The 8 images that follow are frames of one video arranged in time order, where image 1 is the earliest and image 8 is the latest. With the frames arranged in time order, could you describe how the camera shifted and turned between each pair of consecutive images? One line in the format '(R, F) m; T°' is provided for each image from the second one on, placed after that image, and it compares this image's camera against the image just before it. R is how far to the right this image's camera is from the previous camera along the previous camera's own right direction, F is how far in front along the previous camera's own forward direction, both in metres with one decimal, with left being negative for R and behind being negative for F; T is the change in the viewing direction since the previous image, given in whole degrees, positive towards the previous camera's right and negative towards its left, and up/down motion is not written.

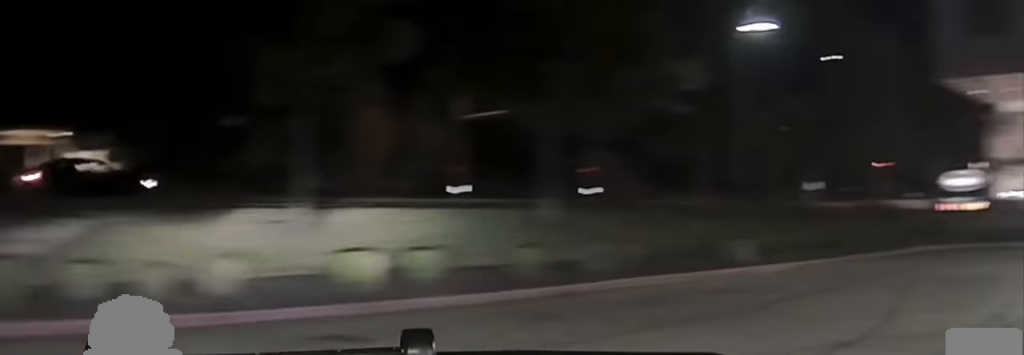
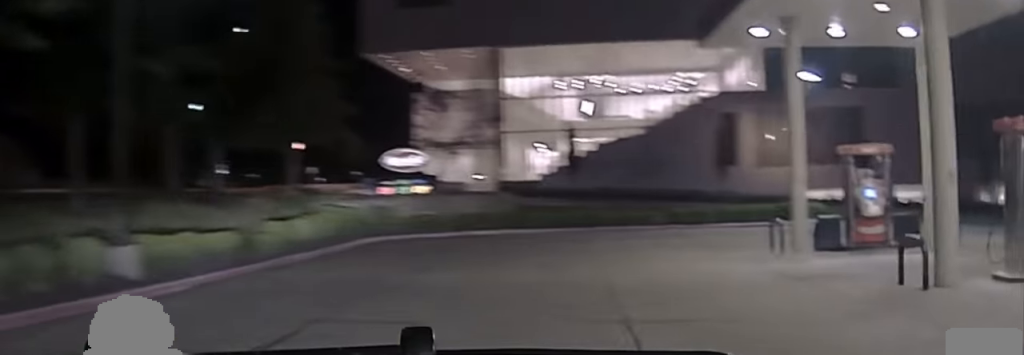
(+1.4, +5.2) m; +30°
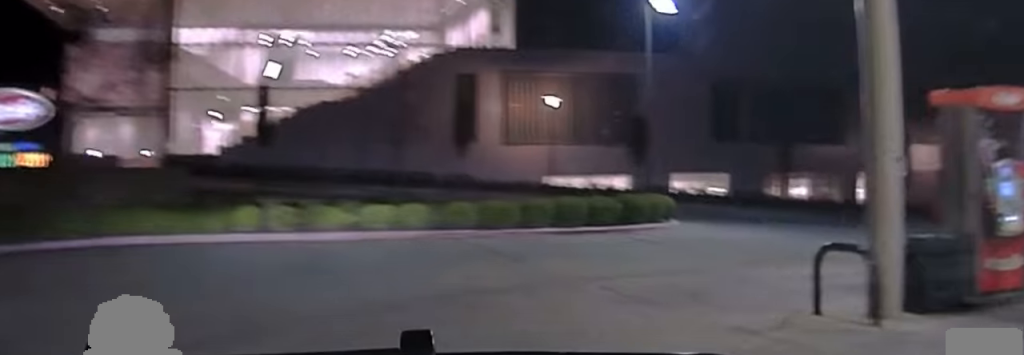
(+2.5, +9.2) m; +23°
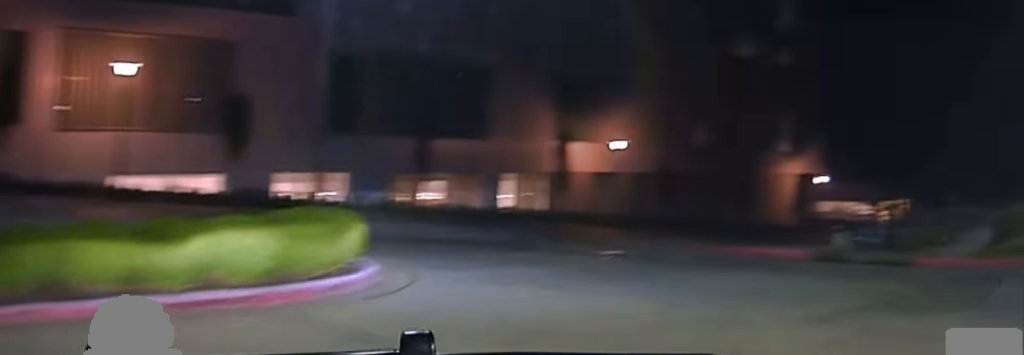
(+1.0, +10.8) m; +20°
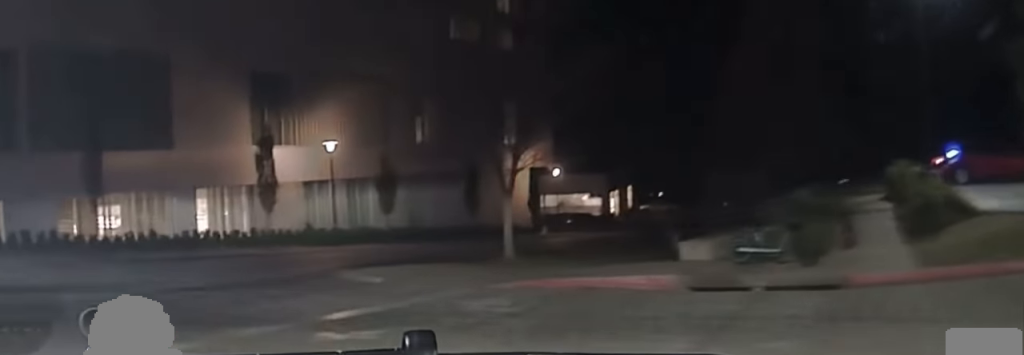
(+2.3, +9.1) m; +13°
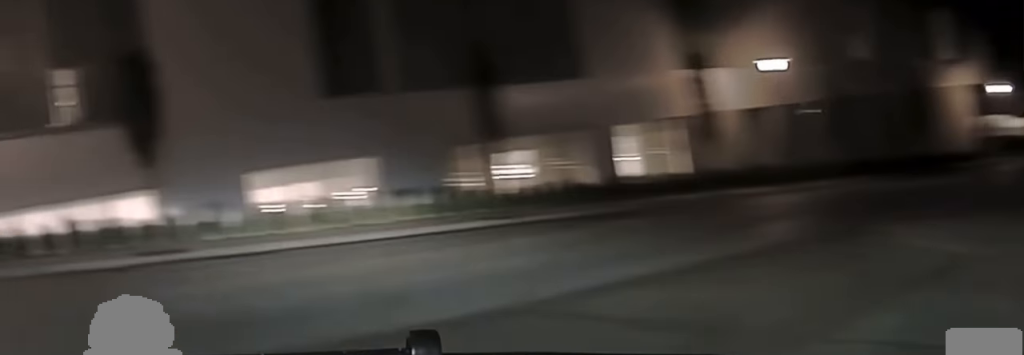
(+0.6, +10.0) m; -21°
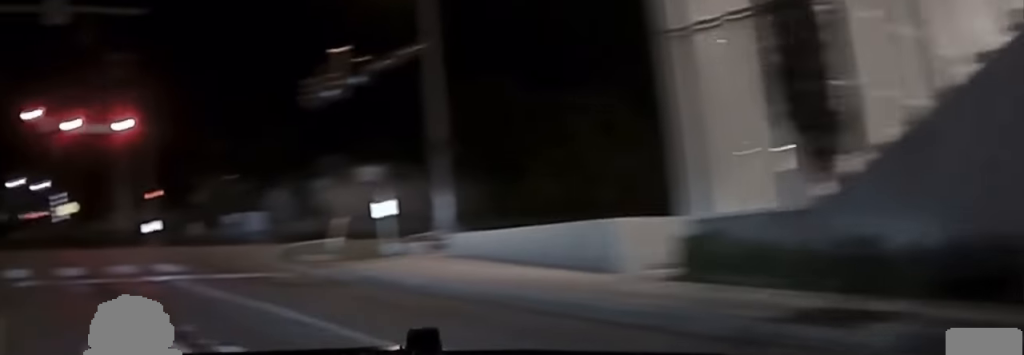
(-10.8, +6.0) m; -88°
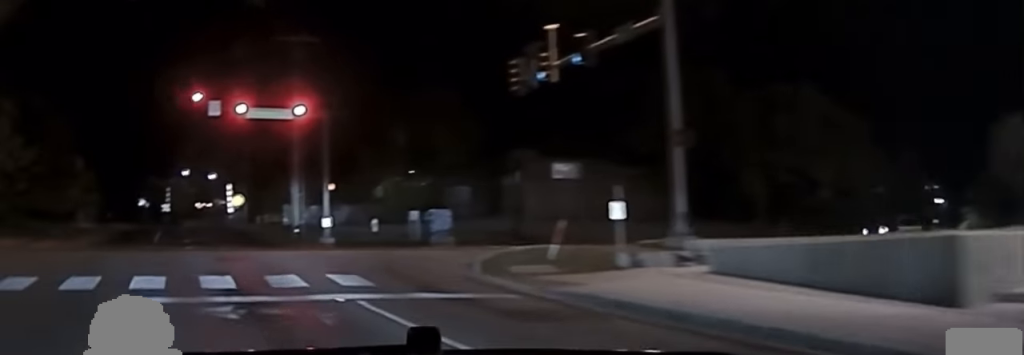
(-0.4, +5.1) m; -6°
